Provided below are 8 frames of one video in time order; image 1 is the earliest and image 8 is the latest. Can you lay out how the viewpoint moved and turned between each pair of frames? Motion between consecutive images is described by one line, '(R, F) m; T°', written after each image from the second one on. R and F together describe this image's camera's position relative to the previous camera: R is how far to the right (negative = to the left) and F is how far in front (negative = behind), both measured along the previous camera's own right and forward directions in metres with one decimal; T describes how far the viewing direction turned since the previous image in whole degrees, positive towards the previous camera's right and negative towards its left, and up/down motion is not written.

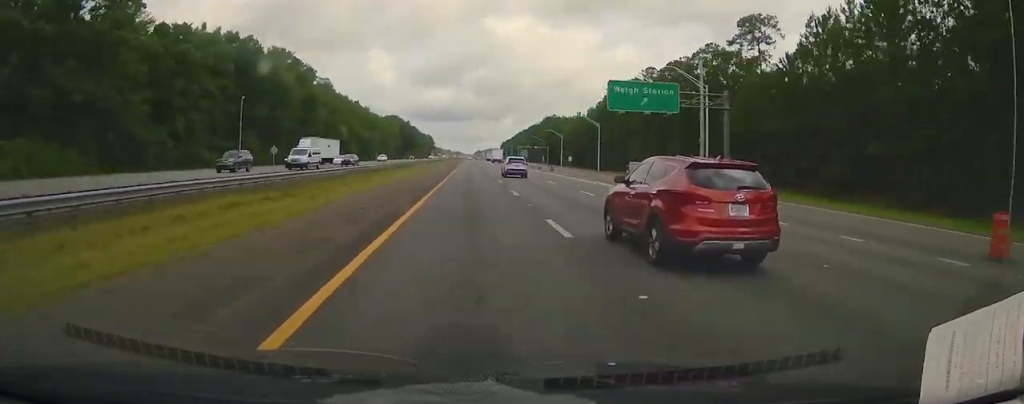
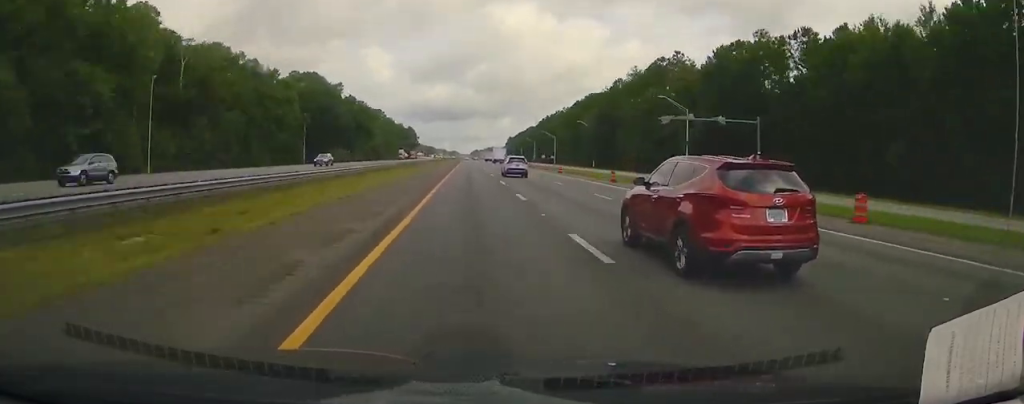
(-0.2, +172.6) m; 0°
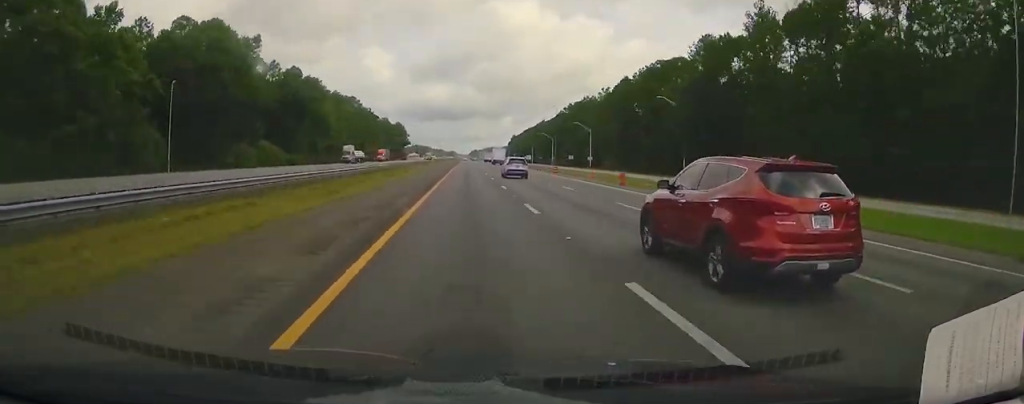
(+0.1, +65.2) m; 0°
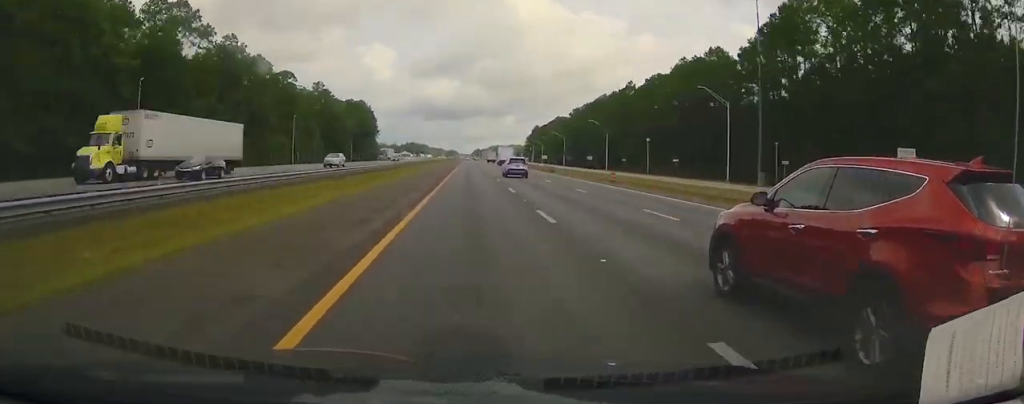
(+0.1, +148.6) m; 0°
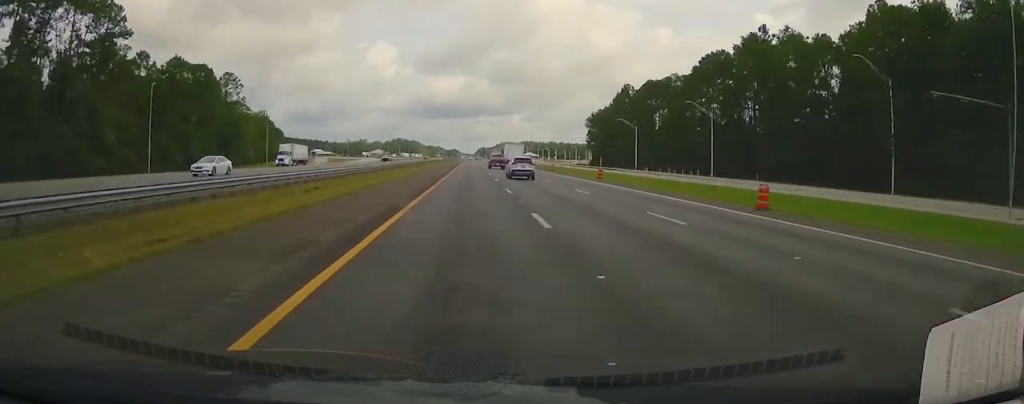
(-0.7, +208.4) m; 0°
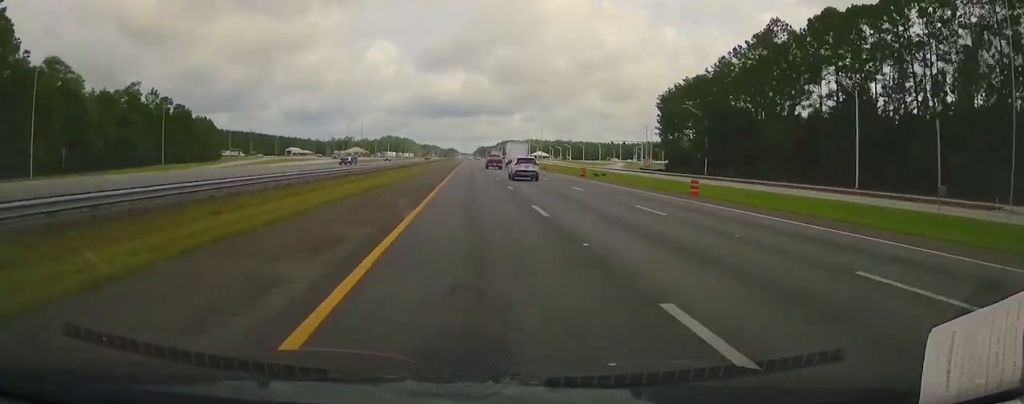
(0.0, +82.9) m; 0°
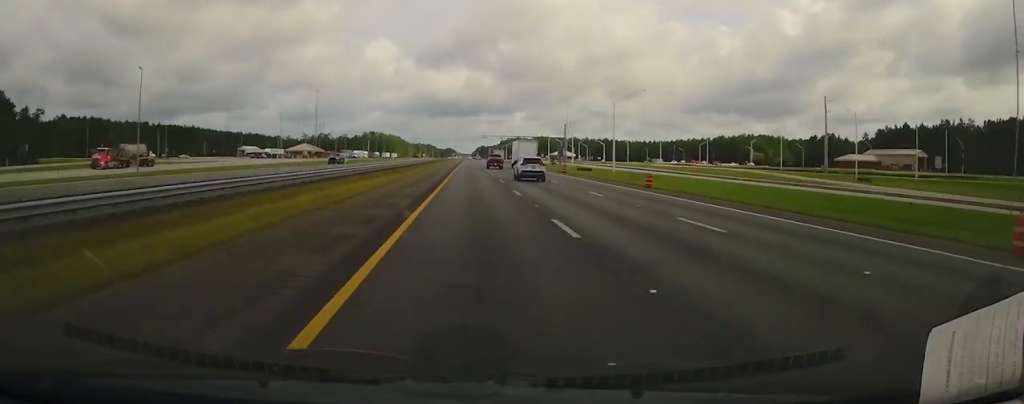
(+0.4, +115.0) m; 0°
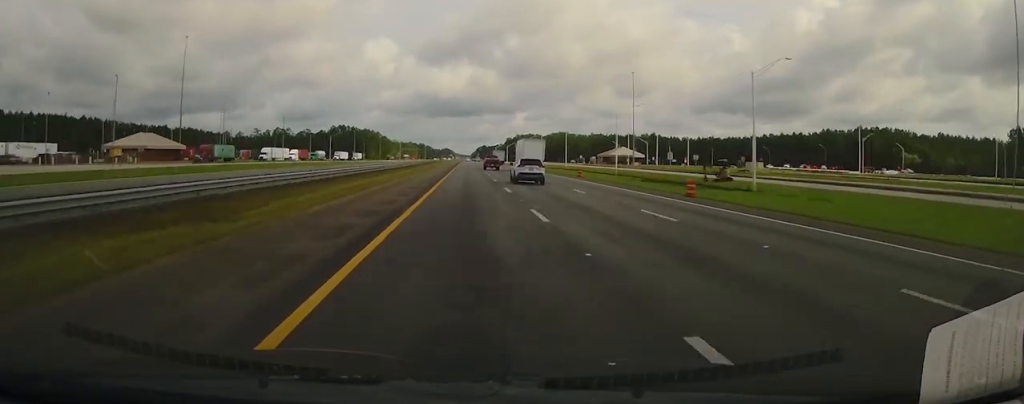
(+0.2, +133.3) m; 0°
